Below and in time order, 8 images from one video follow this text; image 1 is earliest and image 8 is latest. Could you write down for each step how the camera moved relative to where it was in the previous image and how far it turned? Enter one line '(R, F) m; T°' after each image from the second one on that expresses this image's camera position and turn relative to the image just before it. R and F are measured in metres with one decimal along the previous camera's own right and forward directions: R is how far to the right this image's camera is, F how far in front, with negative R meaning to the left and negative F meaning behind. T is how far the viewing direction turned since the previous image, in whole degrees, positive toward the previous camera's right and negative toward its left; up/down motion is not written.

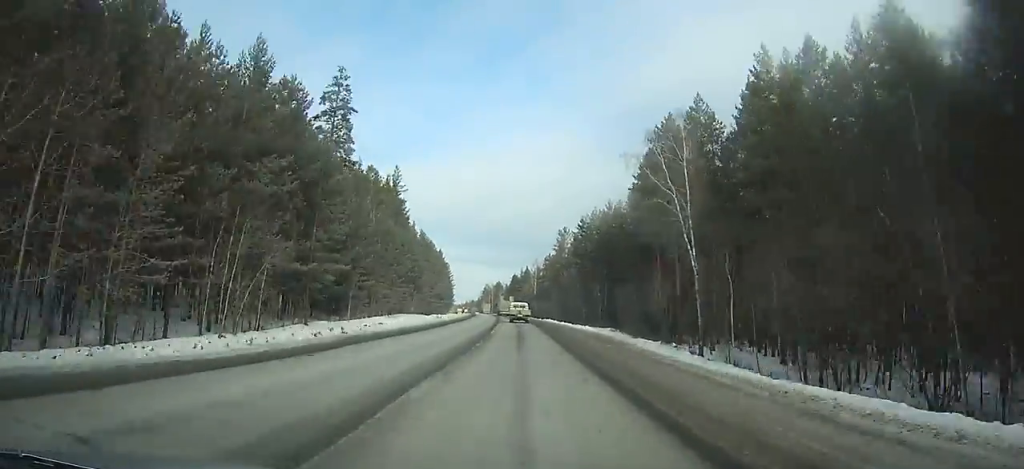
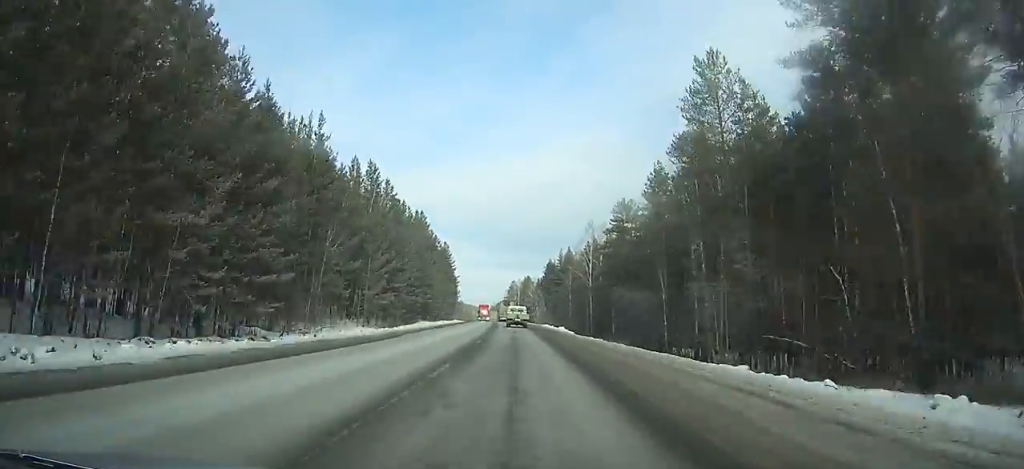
(-2.3, +92.5) m; -3°
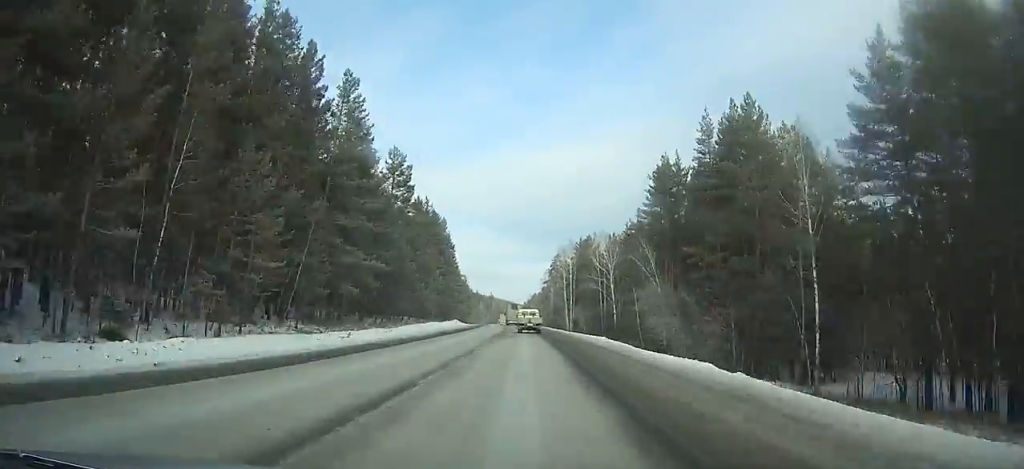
(-4.6, +120.9) m; -4°
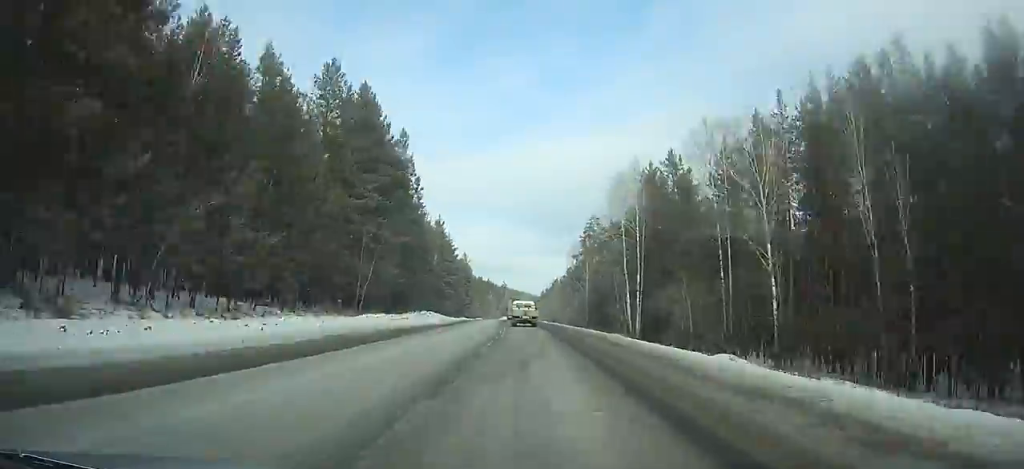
(-1.0, +64.7) m; -1°
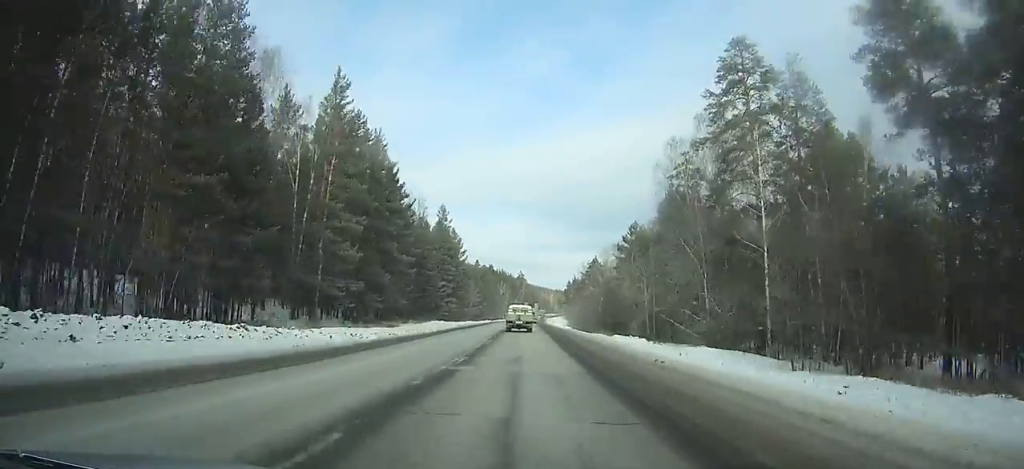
(-1.3, +85.7) m; -1°
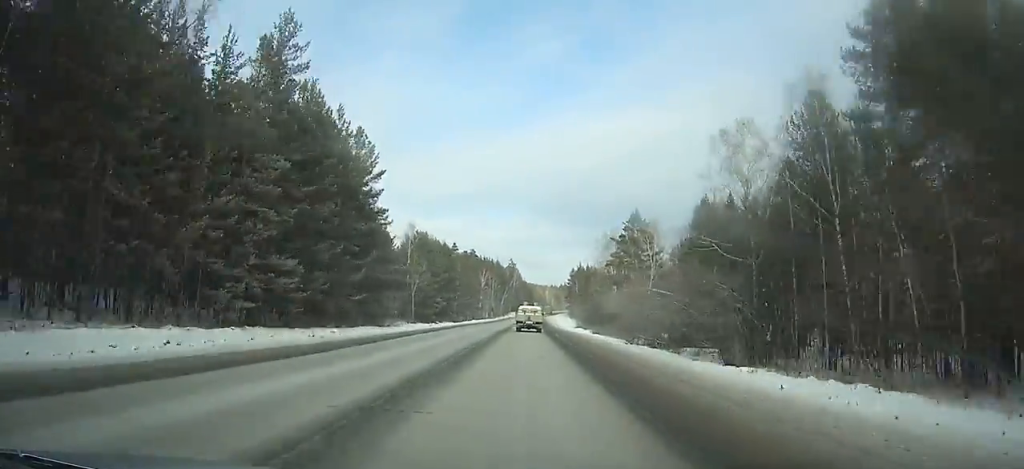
(-0.4, +75.0) m; 0°
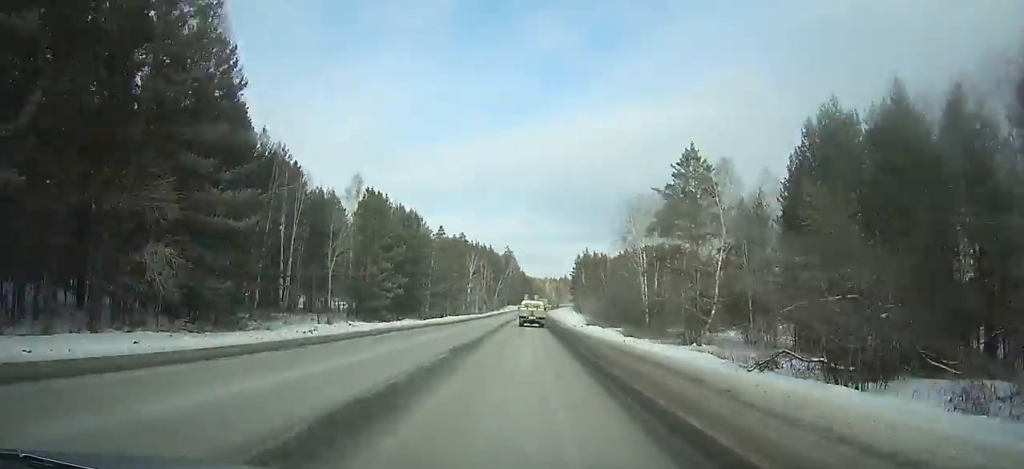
(+0.3, +35.7) m; 0°
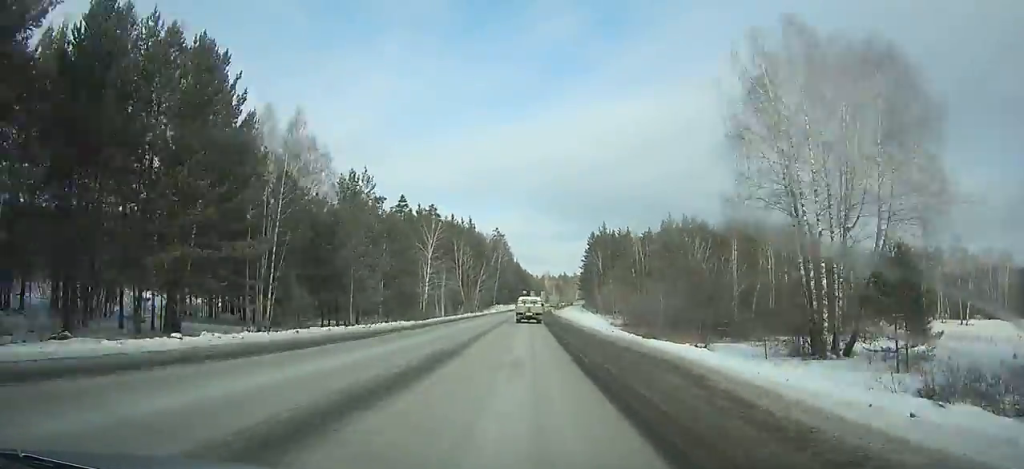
(+0.4, +61.9) m; +1°
